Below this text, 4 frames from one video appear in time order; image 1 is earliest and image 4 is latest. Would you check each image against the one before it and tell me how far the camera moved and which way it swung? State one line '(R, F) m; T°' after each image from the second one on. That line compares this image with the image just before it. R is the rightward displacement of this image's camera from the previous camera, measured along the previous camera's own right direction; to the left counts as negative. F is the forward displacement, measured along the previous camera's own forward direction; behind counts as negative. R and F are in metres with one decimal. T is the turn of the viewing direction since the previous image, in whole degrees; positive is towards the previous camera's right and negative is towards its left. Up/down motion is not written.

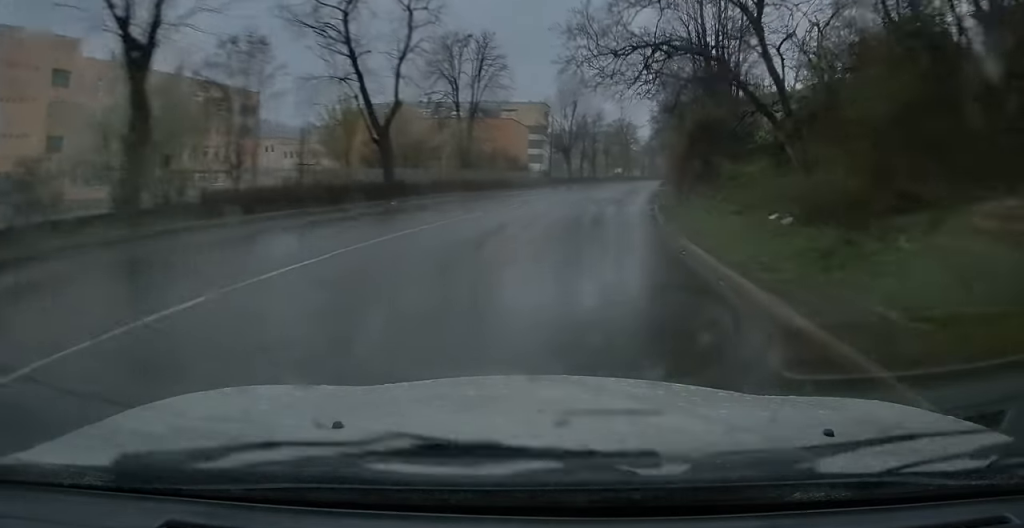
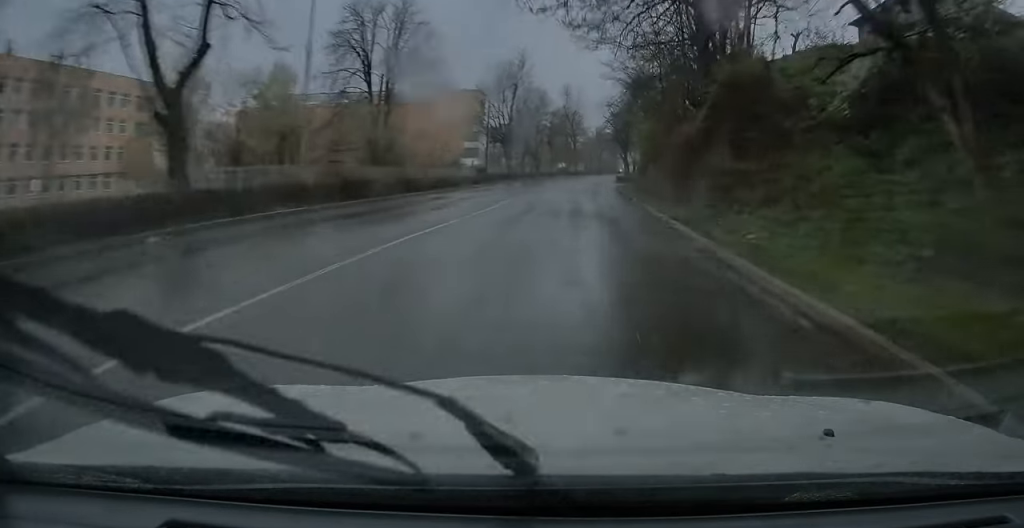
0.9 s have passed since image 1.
(+0.4, +13.9) m; +3°
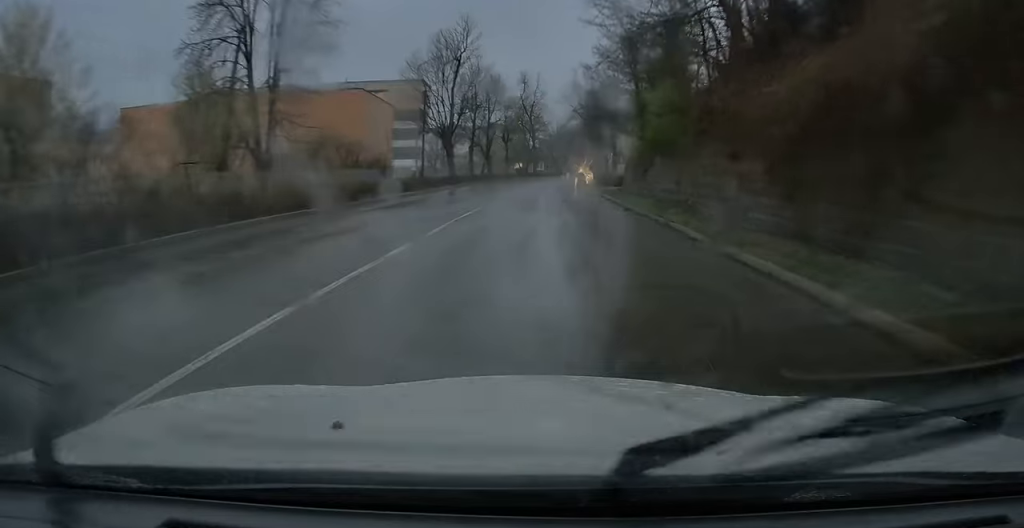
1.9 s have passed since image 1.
(+0.5, +16.7) m; +1°
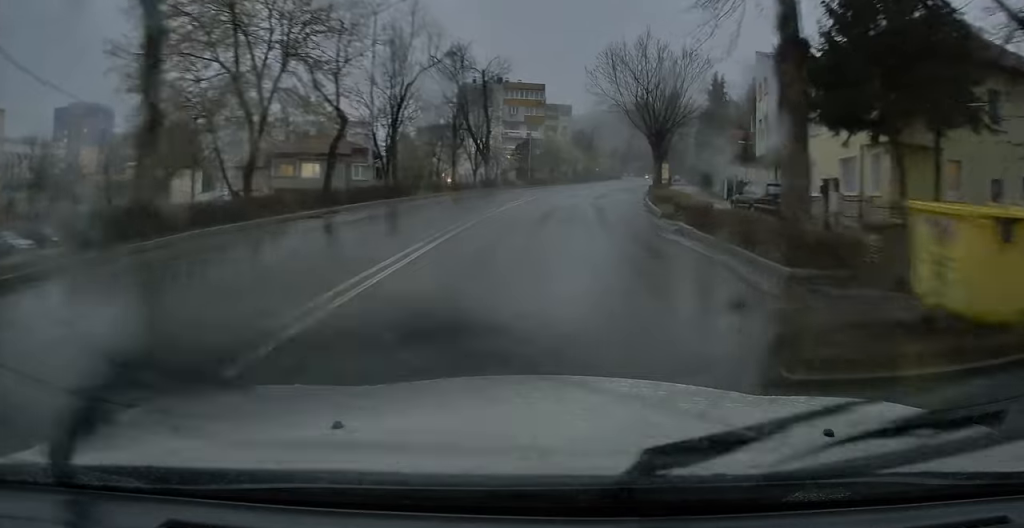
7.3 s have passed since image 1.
(+7.1, +83.5) m; +13°
